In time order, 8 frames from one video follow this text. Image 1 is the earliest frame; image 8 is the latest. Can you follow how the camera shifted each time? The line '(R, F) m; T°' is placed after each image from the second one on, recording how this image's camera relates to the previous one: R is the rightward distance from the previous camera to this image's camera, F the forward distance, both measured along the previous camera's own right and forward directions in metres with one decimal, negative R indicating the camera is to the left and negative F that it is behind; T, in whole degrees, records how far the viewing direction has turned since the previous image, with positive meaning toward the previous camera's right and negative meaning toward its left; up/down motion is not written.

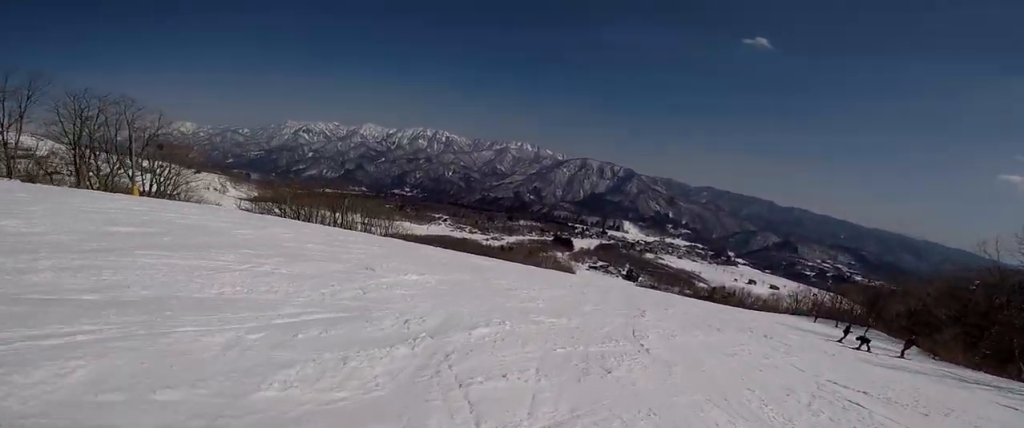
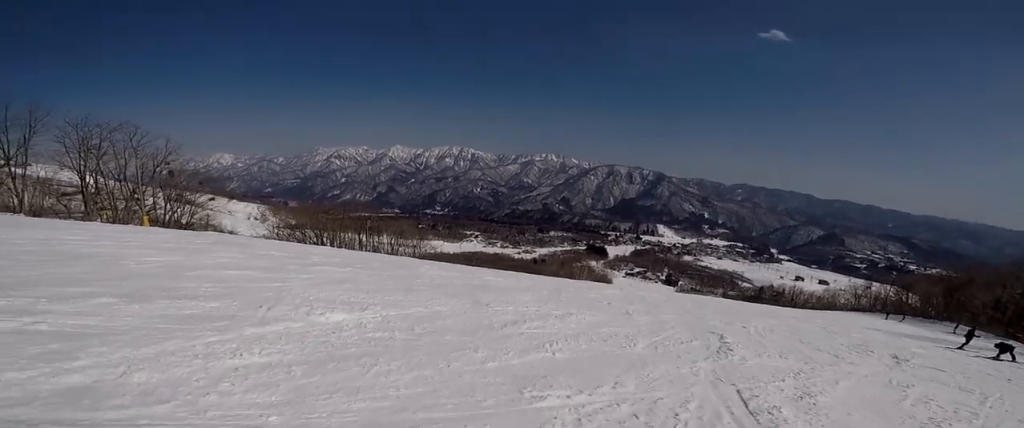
(-0.4, +4.3) m; -12°
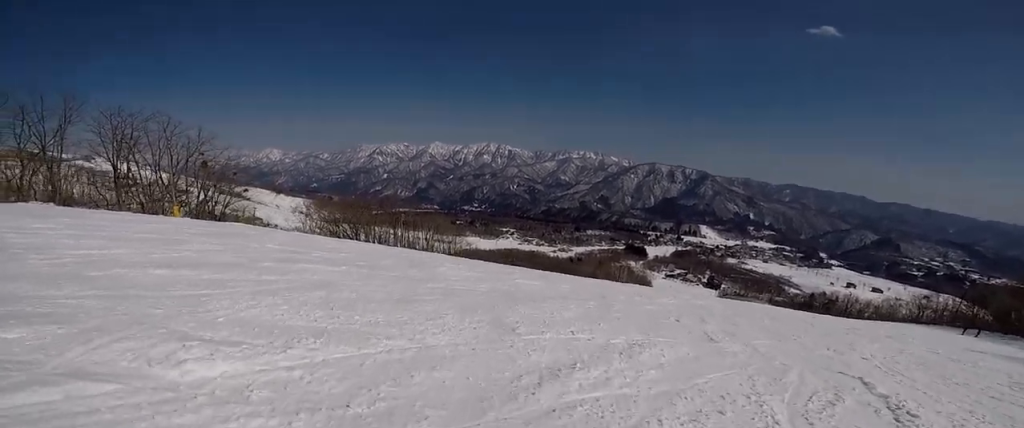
(-0.6, +3.3) m; -8°
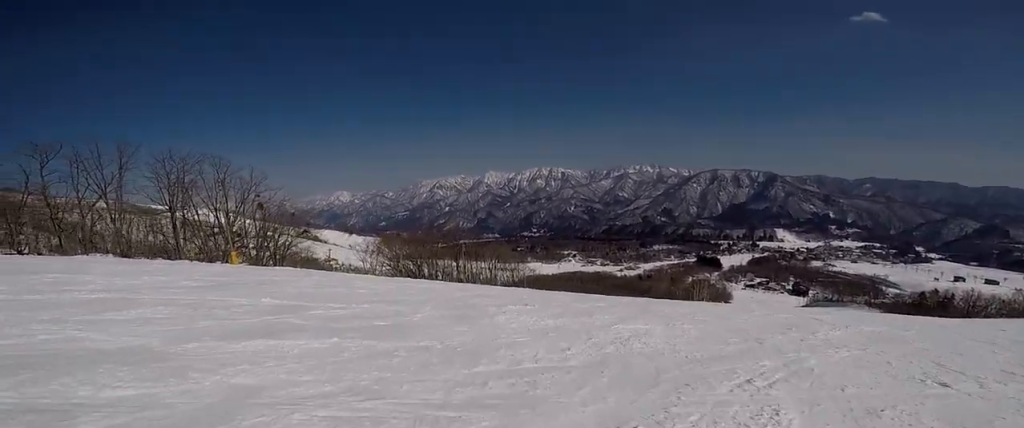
(-0.4, +5.5) m; -11°
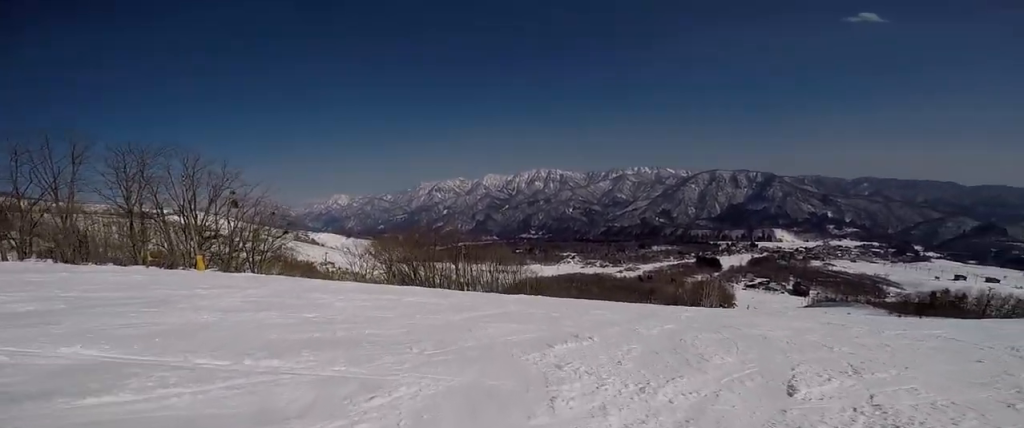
(-0.8, +6.3) m; +6°
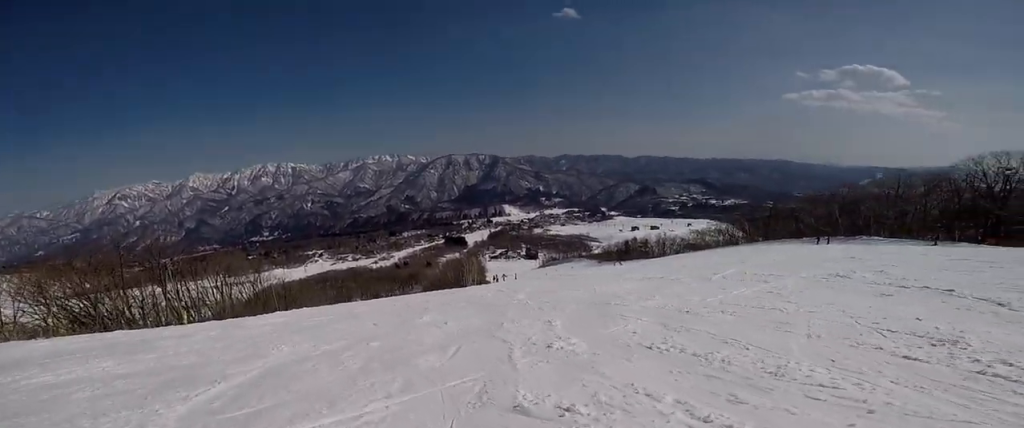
(+1.5, +5.5) m; +25°
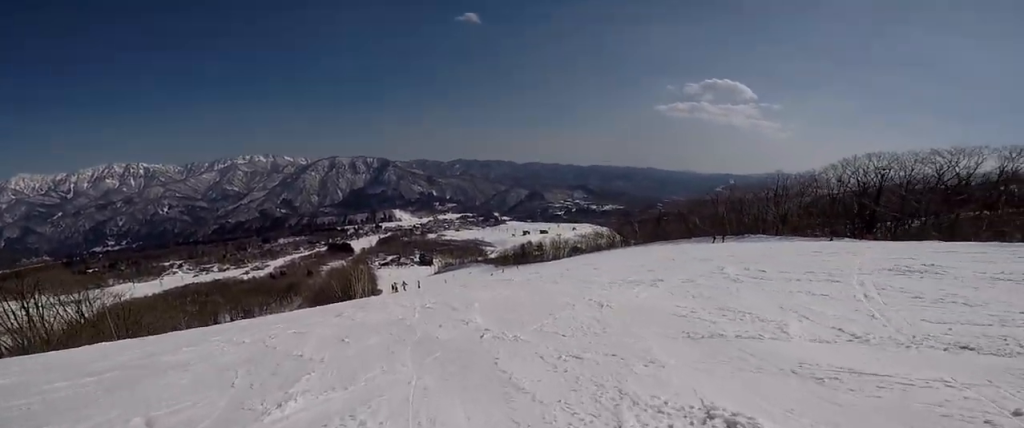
(+1.1, +6.3) m; +24°
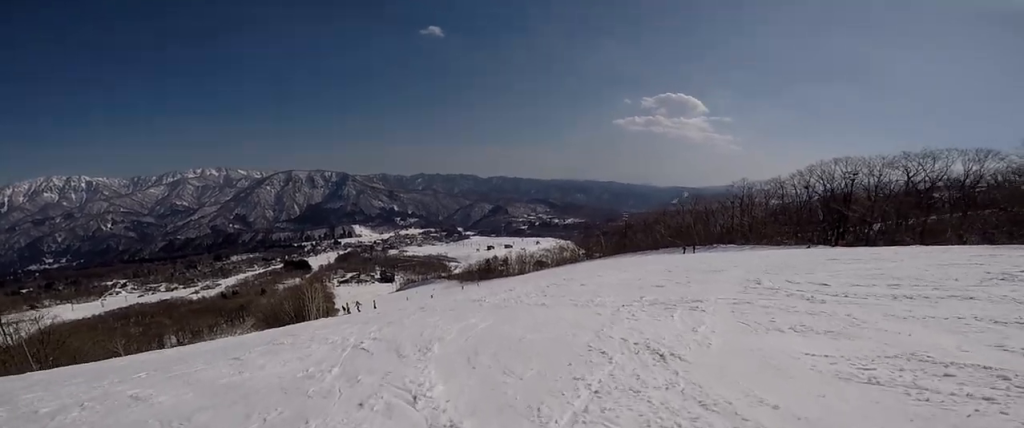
(+0.6, +3.7) m; +12°
